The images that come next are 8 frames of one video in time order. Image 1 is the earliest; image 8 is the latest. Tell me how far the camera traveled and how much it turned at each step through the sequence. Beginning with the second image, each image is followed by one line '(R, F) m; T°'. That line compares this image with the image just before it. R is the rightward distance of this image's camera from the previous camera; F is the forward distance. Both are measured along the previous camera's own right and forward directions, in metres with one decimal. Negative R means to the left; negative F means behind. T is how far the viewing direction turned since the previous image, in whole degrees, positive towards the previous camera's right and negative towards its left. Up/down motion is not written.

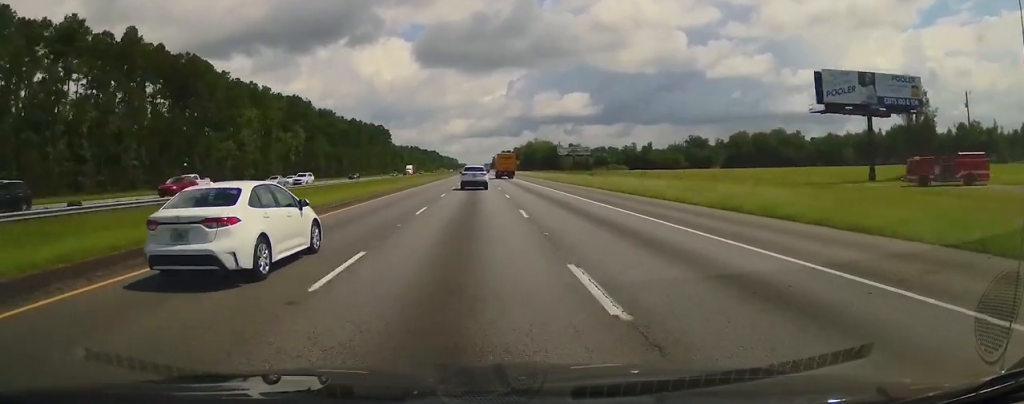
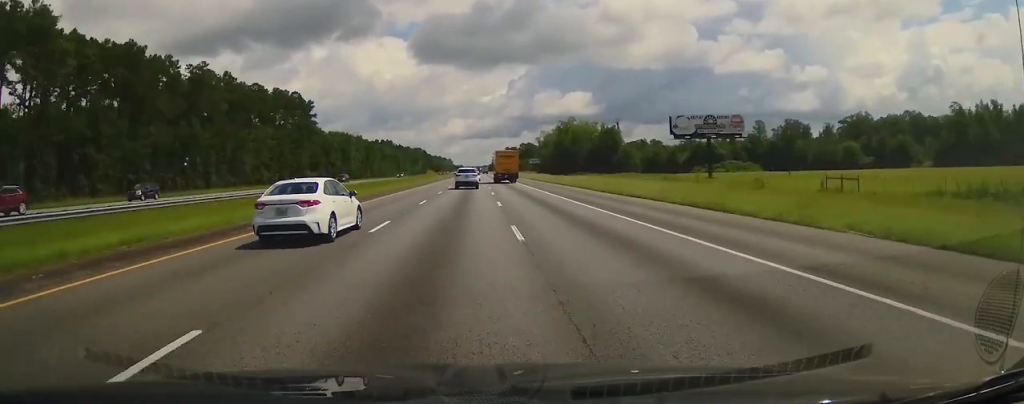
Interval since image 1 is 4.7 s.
(-0.3, +136.2) m; 0°
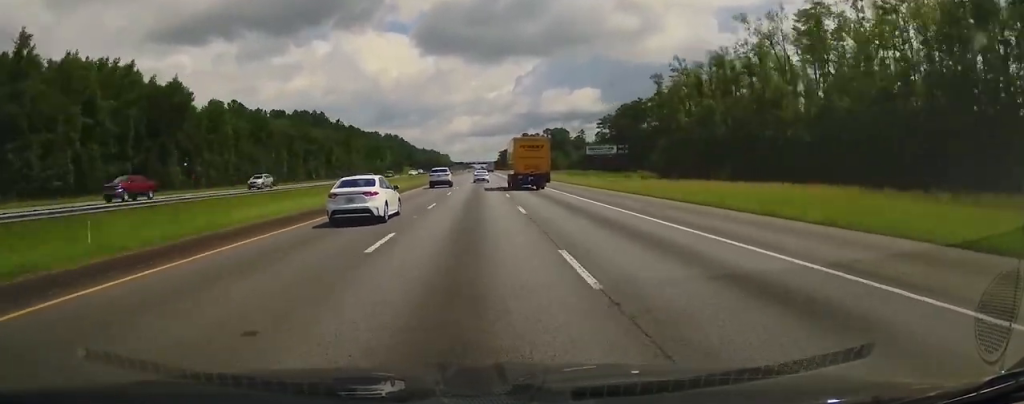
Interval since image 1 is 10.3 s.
(+0.1, +179.2) m; 0°
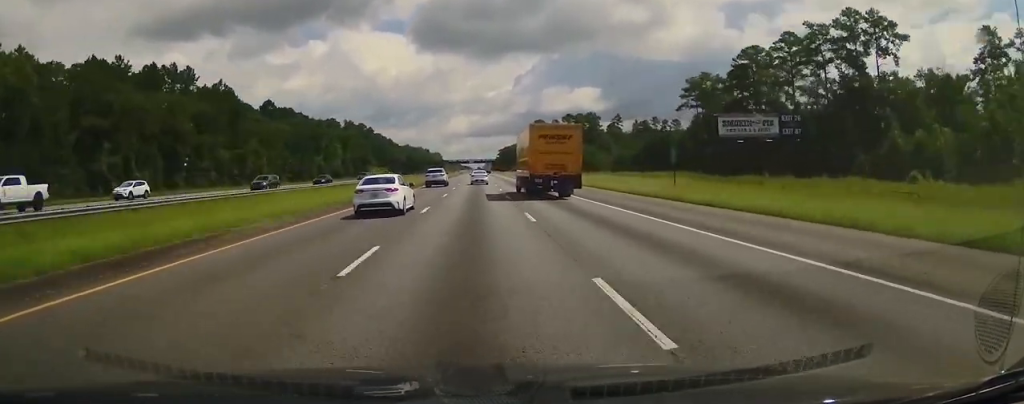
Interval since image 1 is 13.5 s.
(+0.3, +106.0) m; 0°
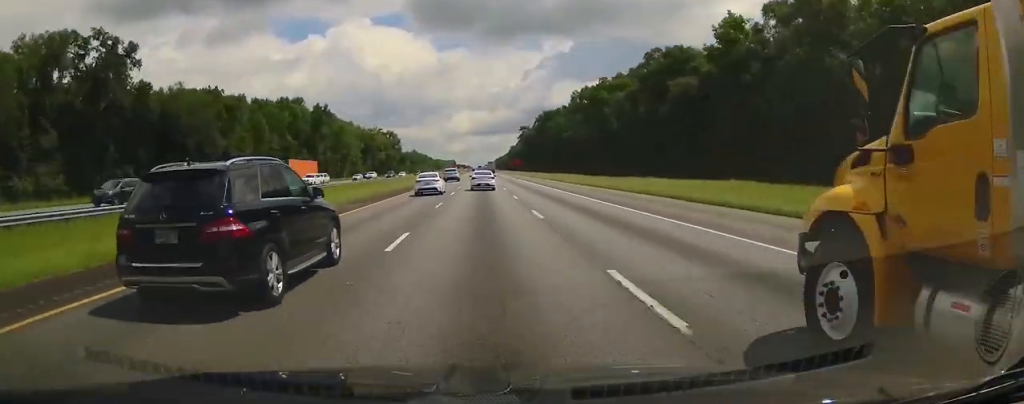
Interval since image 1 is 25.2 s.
(-0.6, +395.8) m; 0°
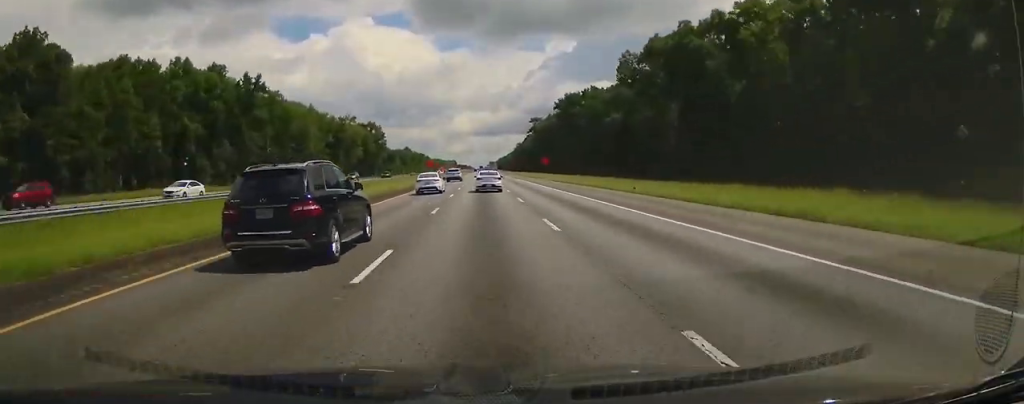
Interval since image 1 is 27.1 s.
(+0.2, +63.8) m; 0°
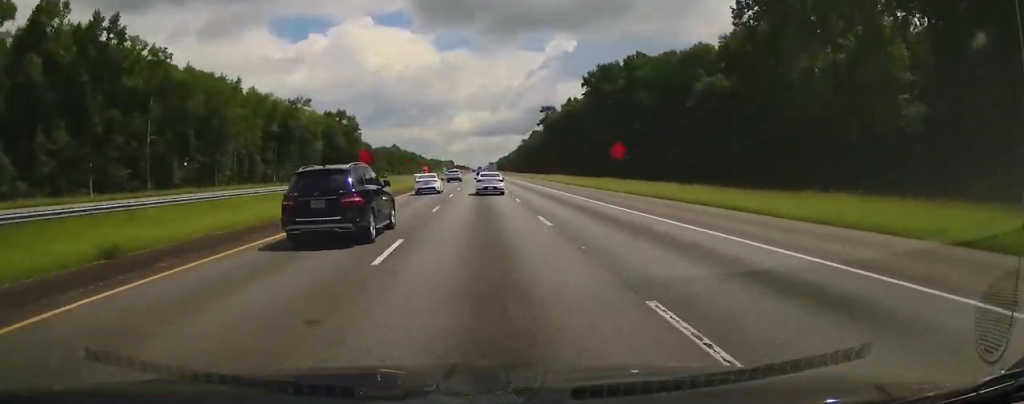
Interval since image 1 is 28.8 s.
(-0.2, +59.5) m; 0°
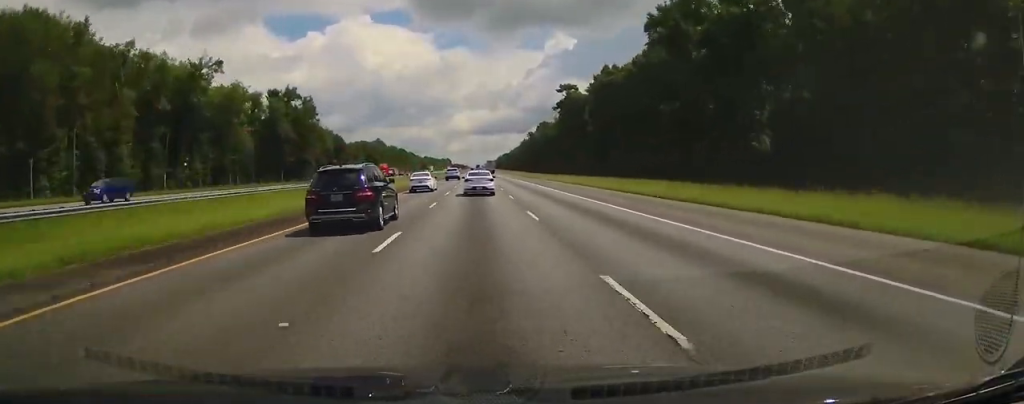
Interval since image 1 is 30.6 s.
(-0.4, +59.3) m; 0°
